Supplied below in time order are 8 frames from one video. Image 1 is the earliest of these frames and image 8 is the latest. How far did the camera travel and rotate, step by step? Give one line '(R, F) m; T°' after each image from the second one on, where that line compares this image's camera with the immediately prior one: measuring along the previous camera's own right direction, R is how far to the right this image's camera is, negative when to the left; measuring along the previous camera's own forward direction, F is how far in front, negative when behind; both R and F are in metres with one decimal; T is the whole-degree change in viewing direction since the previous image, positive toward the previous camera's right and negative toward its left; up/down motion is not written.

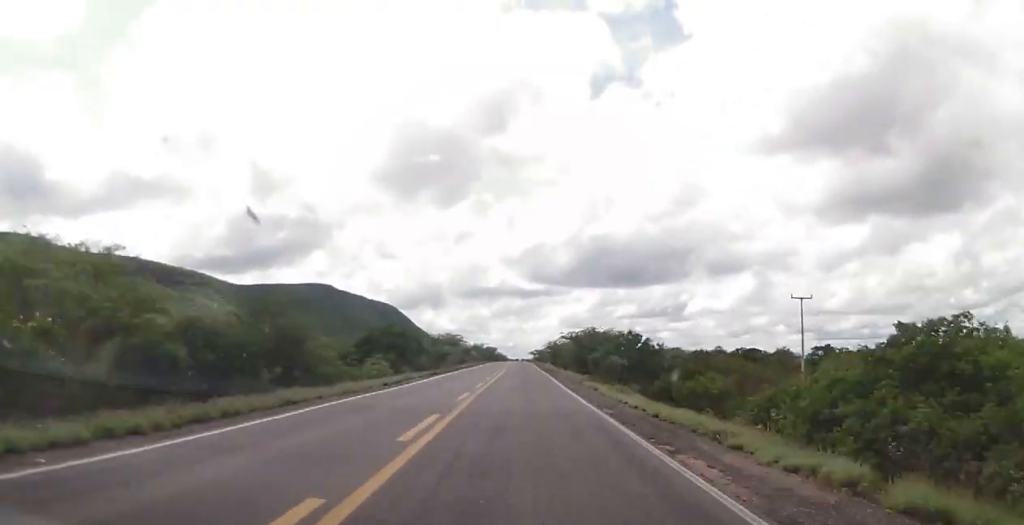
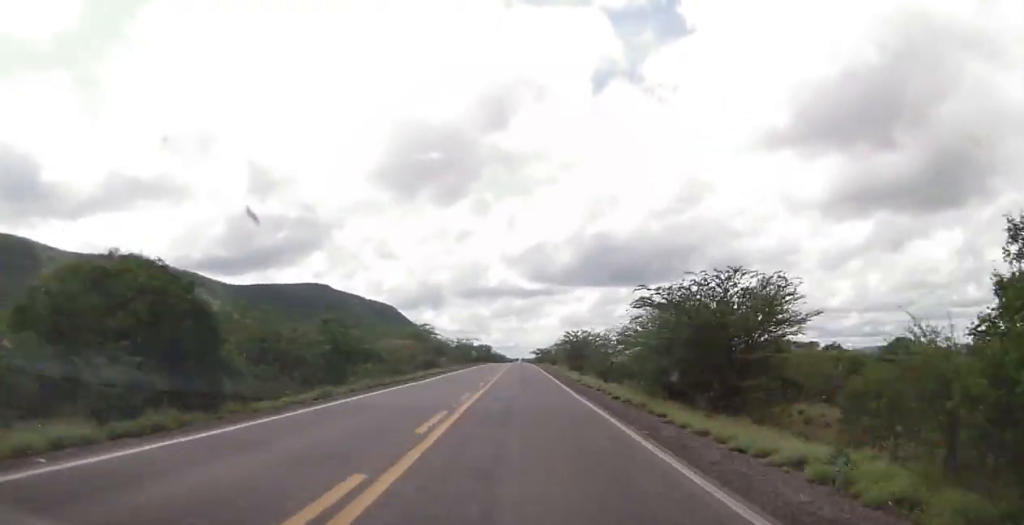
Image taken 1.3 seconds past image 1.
(0.0, +37.4) m; 0°
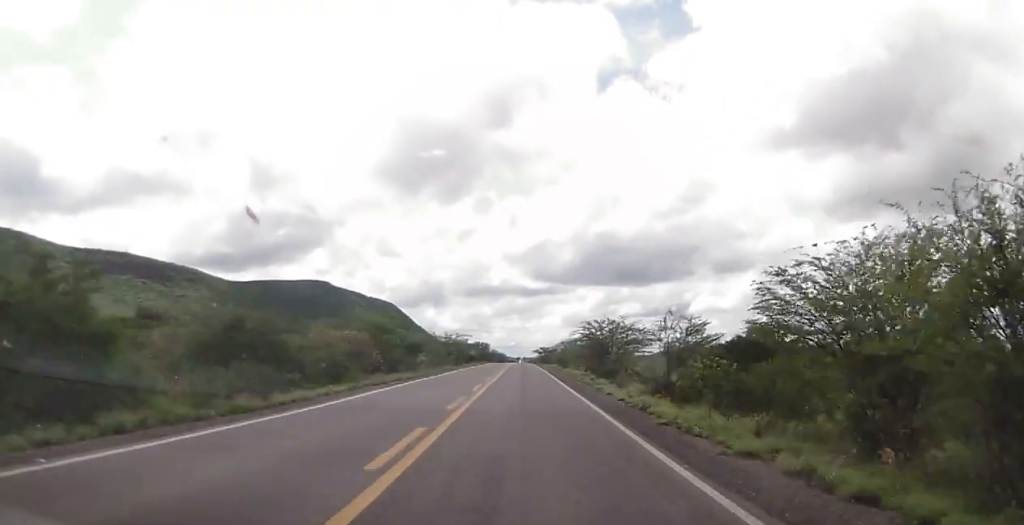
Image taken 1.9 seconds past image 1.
(0.0, +18.2) m; 0°
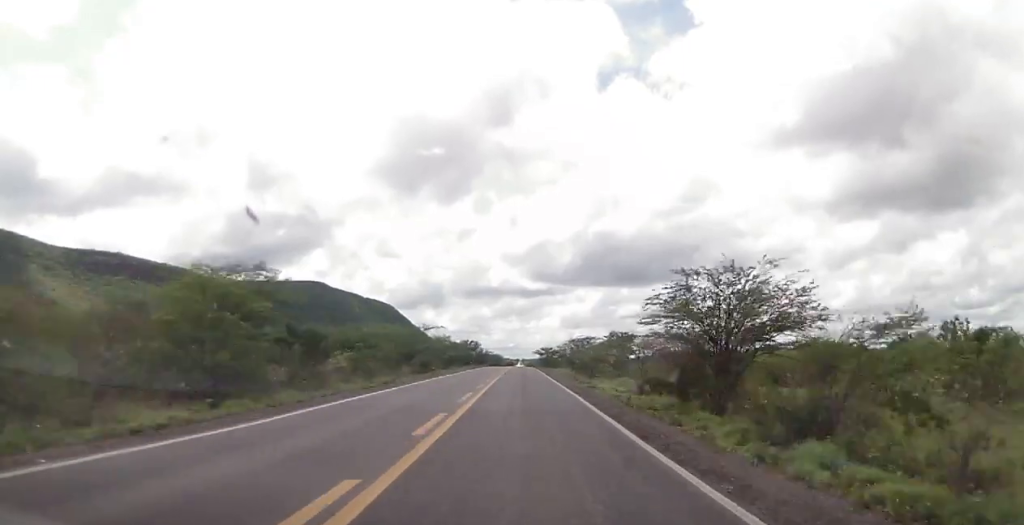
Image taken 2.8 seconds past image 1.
(-0.2, +26.1) m; 0°
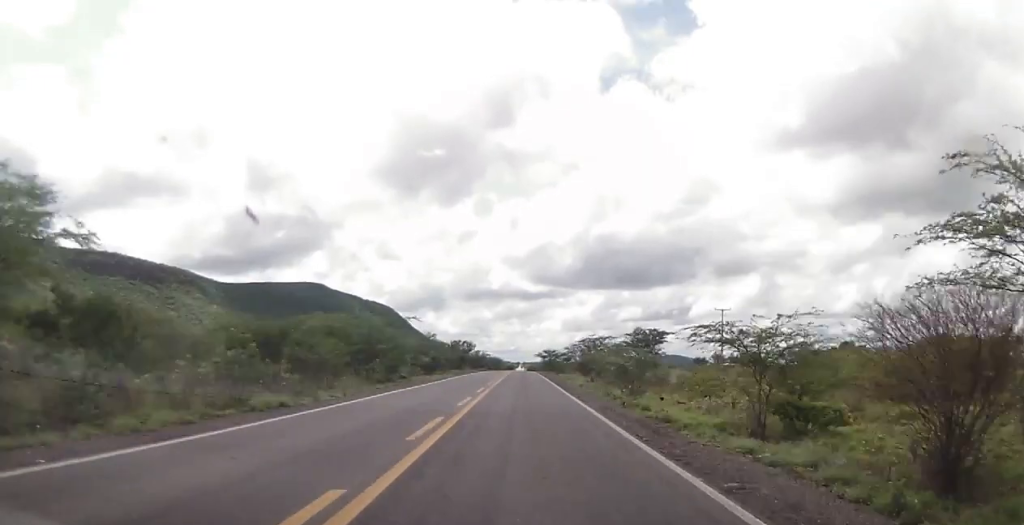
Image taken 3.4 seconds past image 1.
(-0.1, +14.4) m; 0°
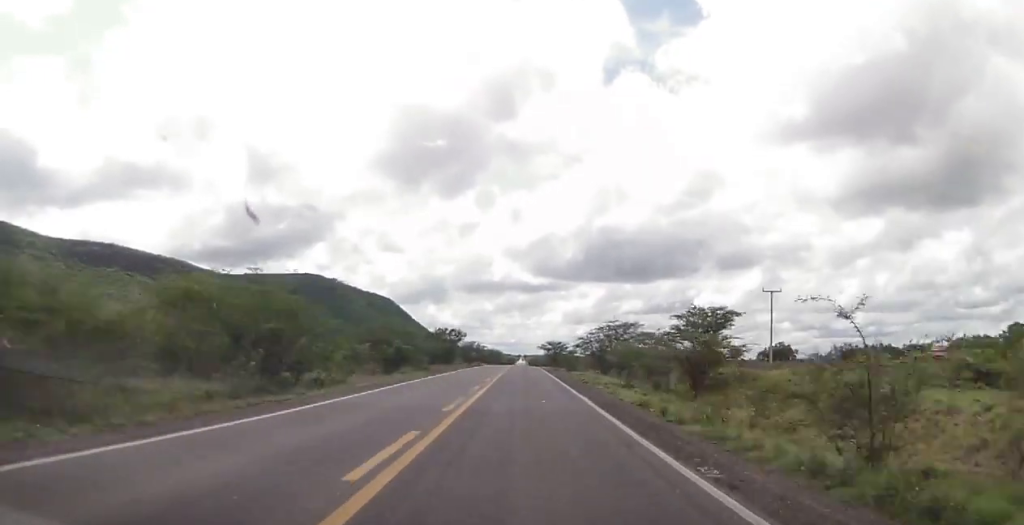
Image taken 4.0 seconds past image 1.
(+0.1, +15.9) m; +1°
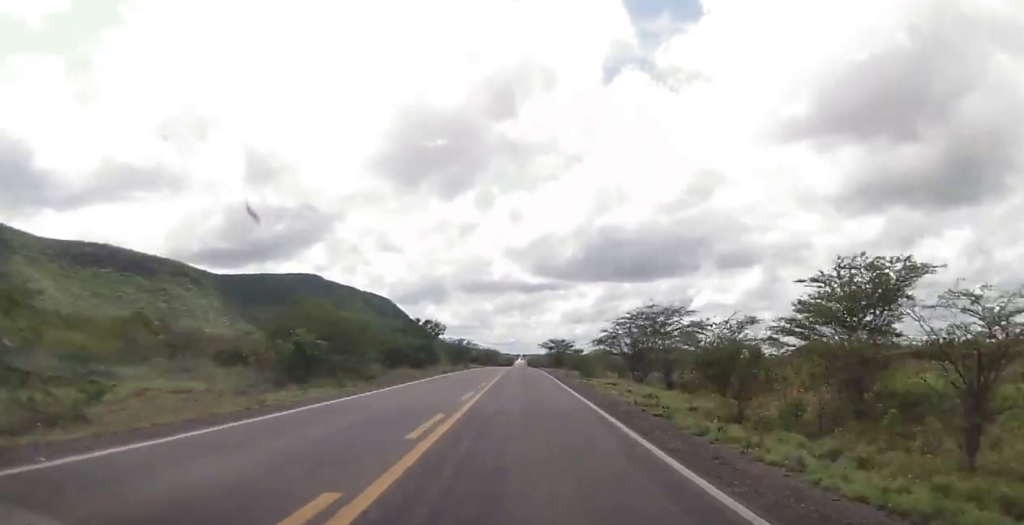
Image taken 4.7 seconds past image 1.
(+0.1, +16.7) m; +1°
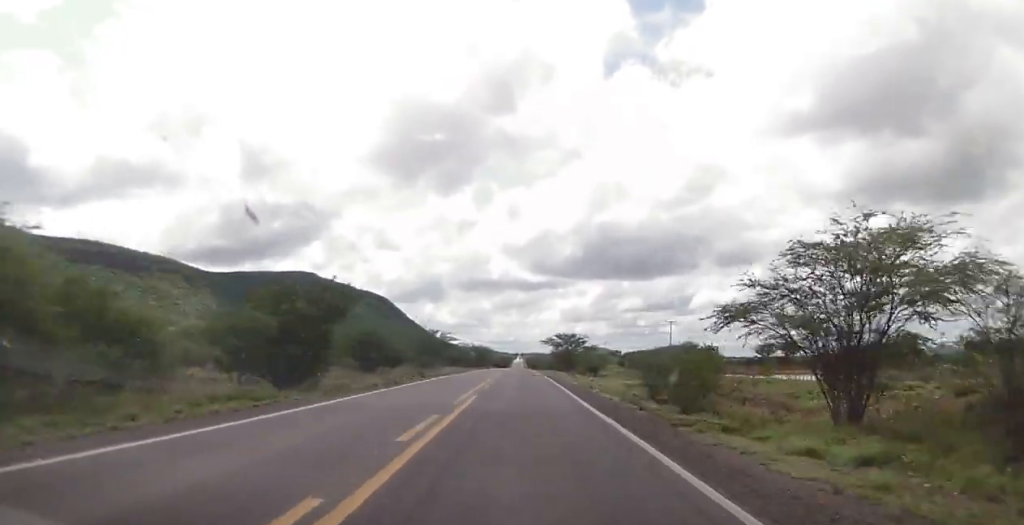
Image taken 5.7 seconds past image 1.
(+0.2, +27.0) m; +1°
